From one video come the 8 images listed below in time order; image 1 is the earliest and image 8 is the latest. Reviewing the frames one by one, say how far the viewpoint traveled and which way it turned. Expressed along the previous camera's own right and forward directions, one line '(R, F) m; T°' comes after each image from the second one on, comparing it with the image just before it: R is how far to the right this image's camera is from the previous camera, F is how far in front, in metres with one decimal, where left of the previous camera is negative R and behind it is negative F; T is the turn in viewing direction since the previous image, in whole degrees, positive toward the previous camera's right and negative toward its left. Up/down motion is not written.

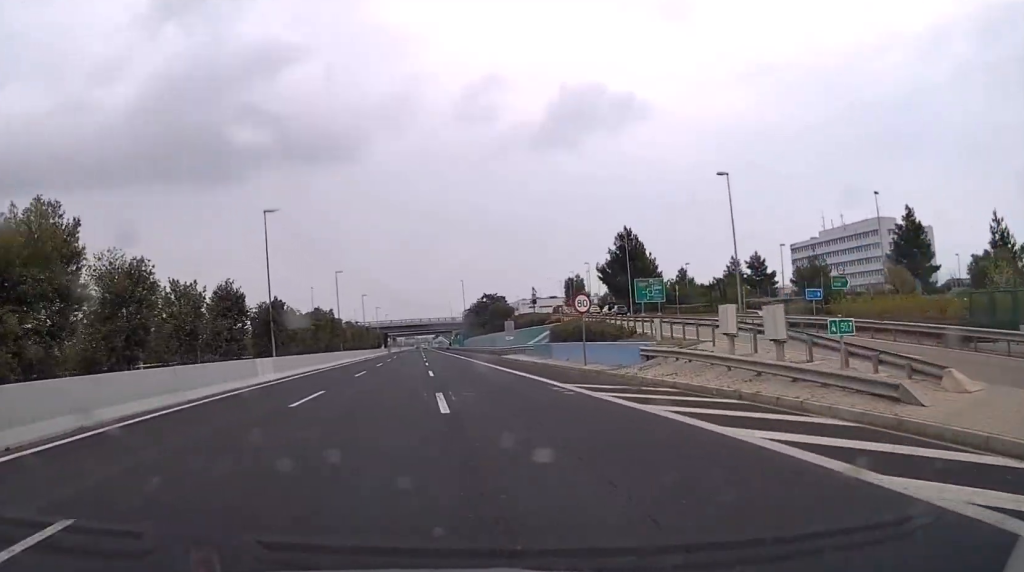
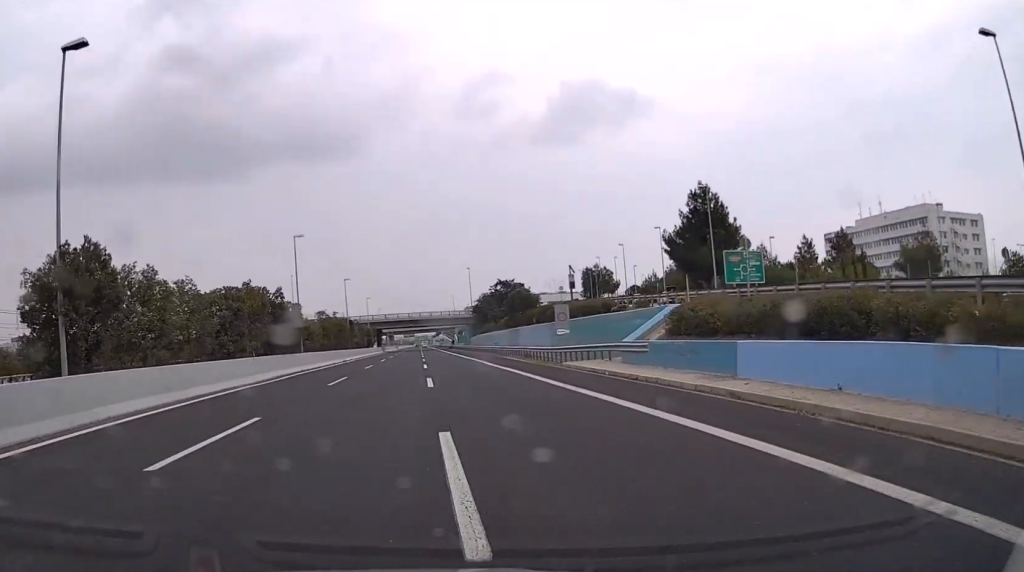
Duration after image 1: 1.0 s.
(0.0, +28.1) m; 0°
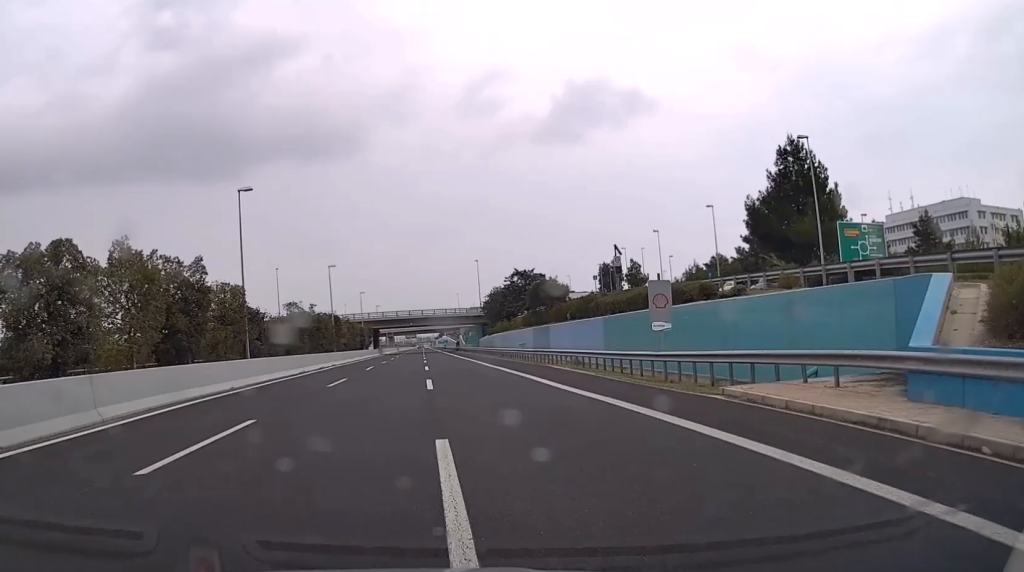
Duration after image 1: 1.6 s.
(0.0, +17.8) m; 0°
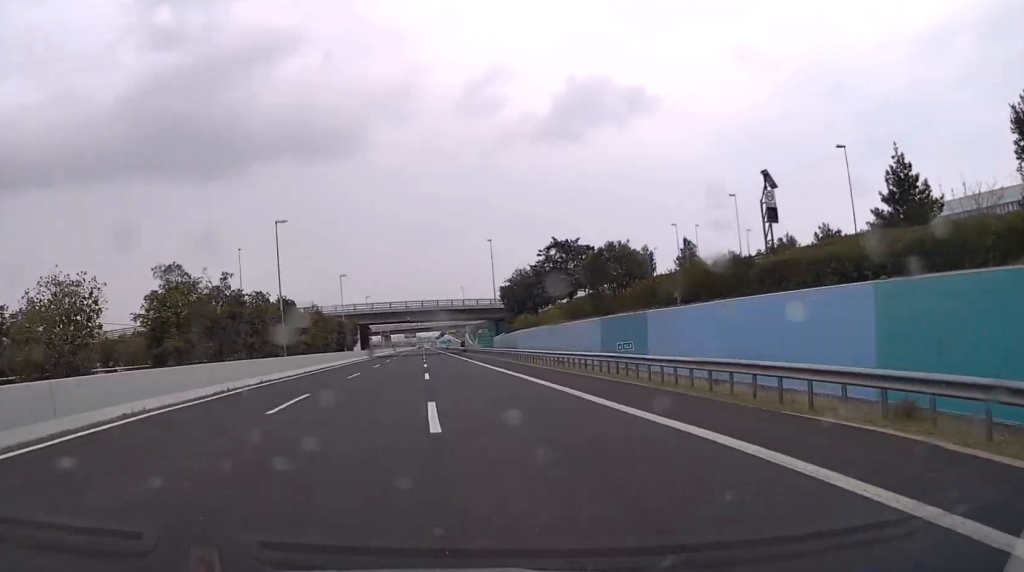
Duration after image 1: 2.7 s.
(+0.1, +29.1) m; 0°
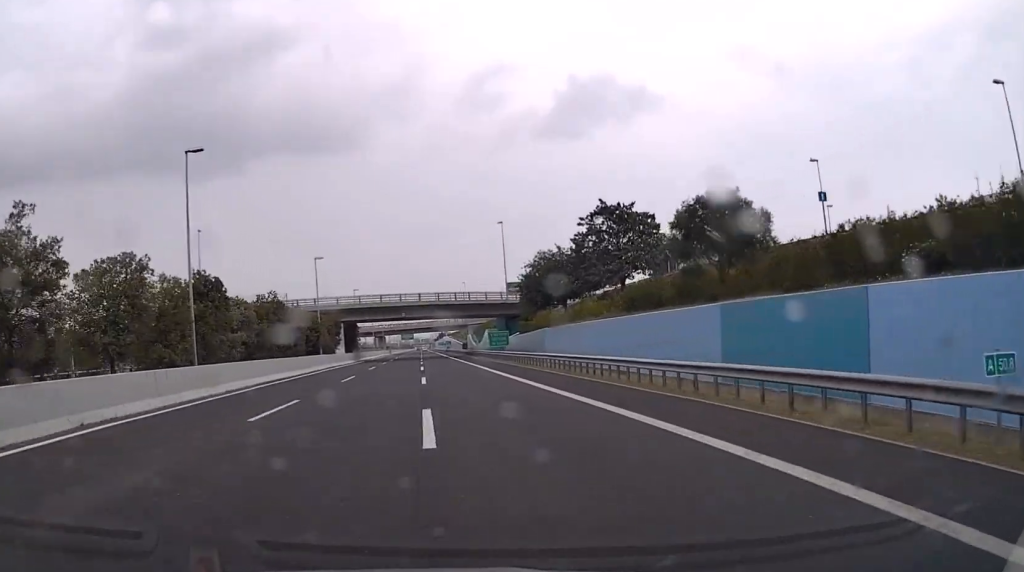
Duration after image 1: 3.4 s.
(0.0, +19.7) m; 0°
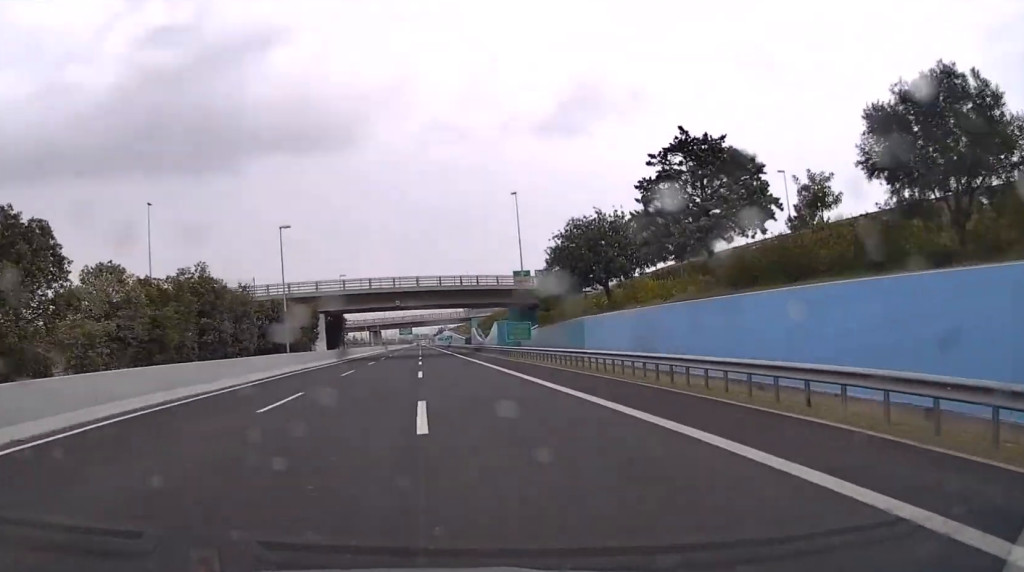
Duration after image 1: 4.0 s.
(0.0, +16.9) m; 0°
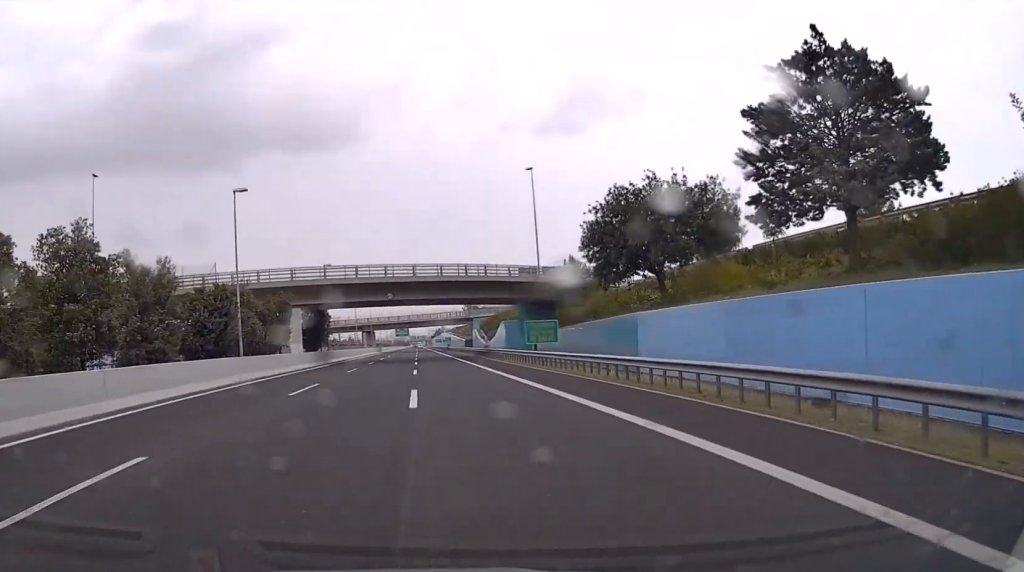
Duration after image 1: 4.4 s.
(-0.1, +13.2) m; 0°
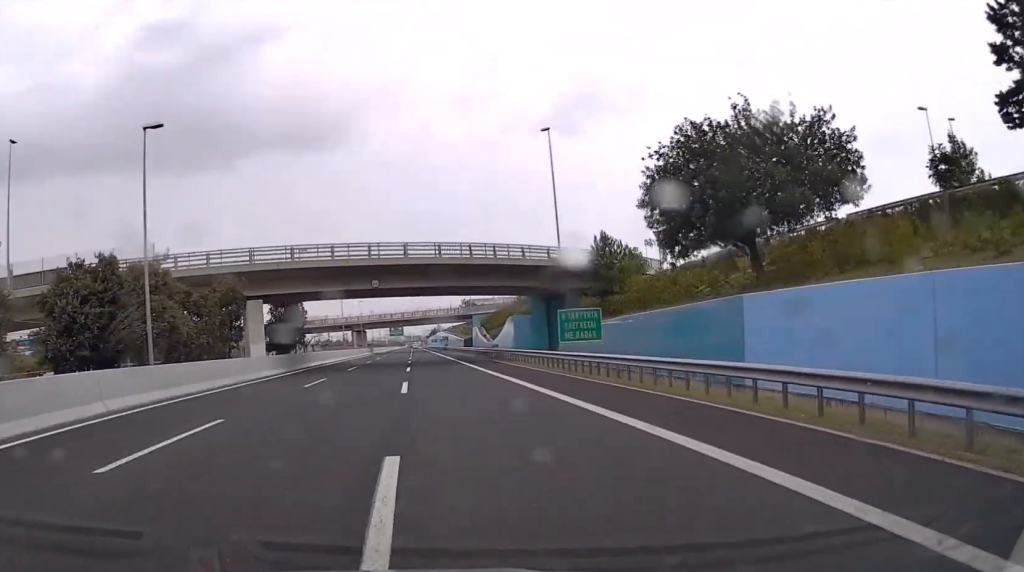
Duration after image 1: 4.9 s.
(0.0, +13.3) m; 0°
